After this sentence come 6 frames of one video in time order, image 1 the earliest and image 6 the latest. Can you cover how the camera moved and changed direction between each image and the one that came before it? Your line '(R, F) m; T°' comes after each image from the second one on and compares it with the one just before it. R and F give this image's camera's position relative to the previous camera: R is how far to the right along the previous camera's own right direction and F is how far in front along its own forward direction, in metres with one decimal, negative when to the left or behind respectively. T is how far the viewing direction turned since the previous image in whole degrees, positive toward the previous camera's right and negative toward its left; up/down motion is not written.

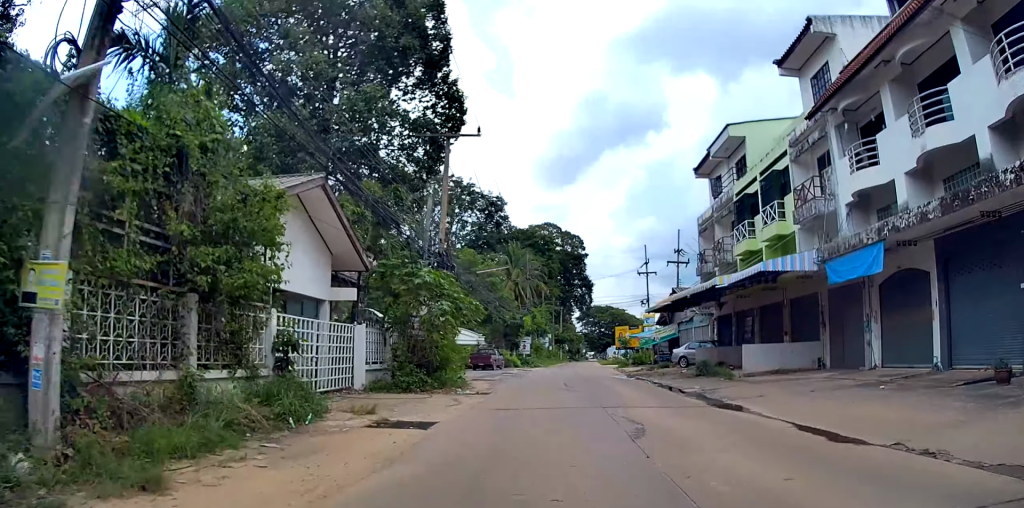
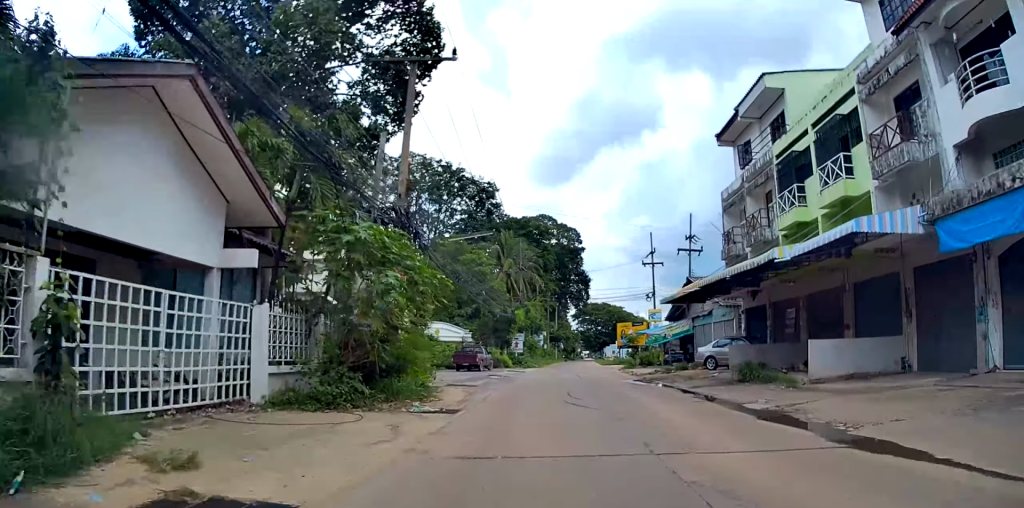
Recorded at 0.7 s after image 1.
(0.0, +6.6) m; 0°
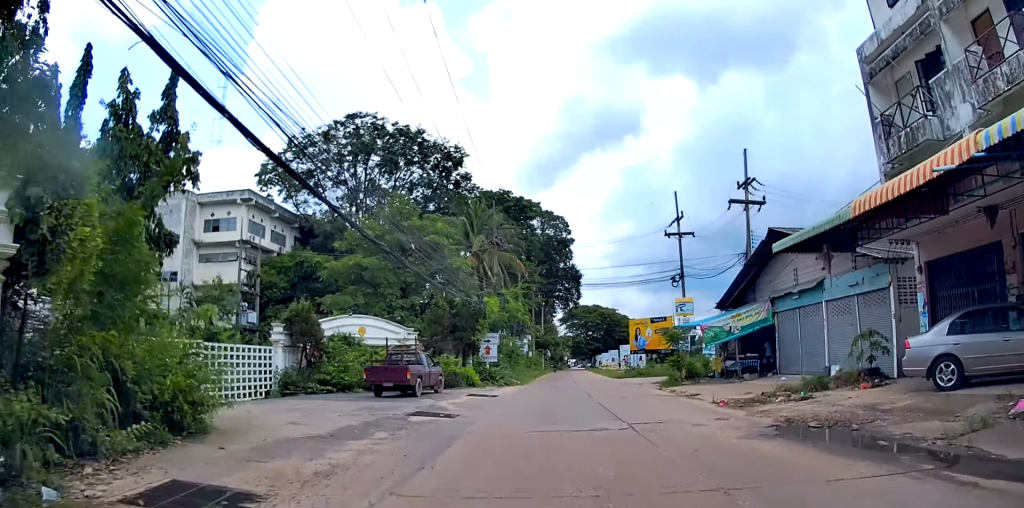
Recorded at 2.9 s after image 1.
(+0.2, +19.1) m; +2°
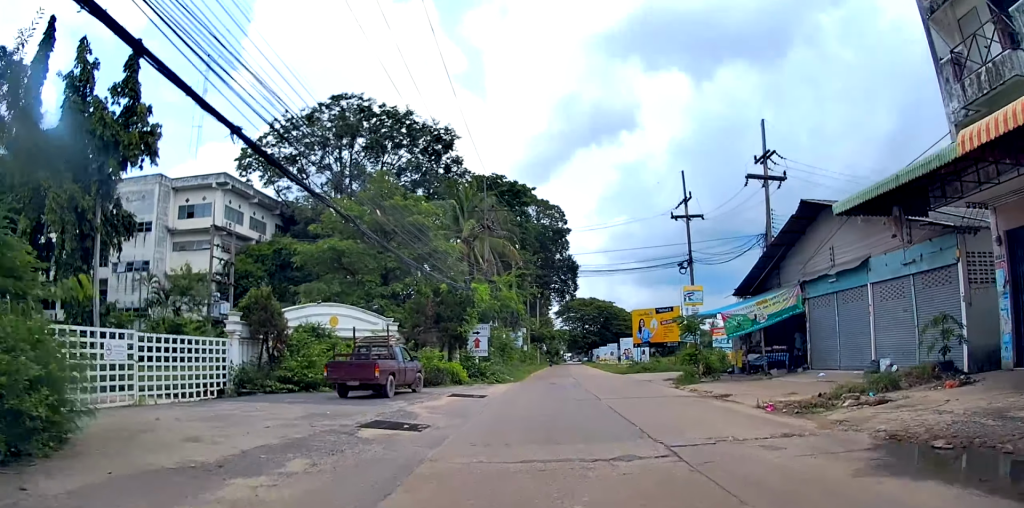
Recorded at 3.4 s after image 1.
(+0.1, +4.1) m; +1°
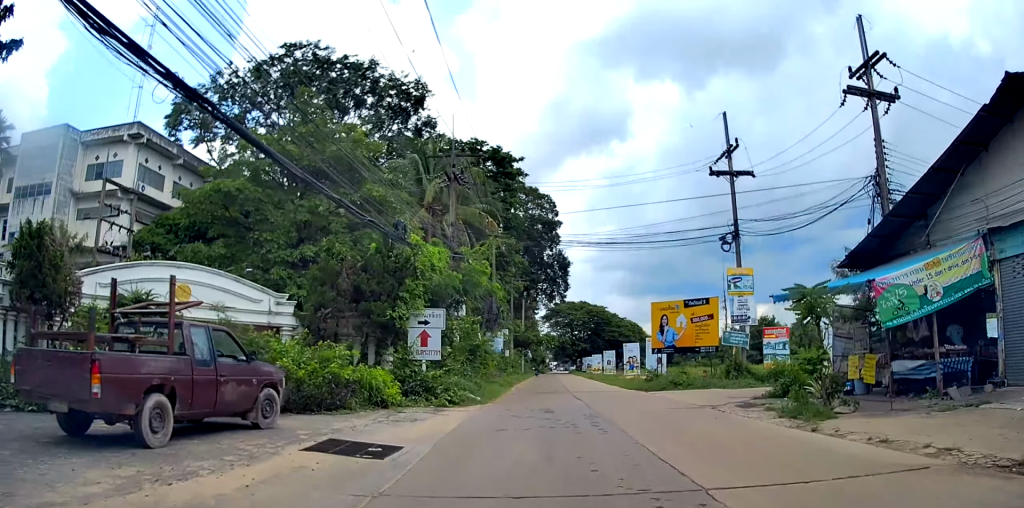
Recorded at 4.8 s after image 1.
(+0.2, +11.5) m; +2°
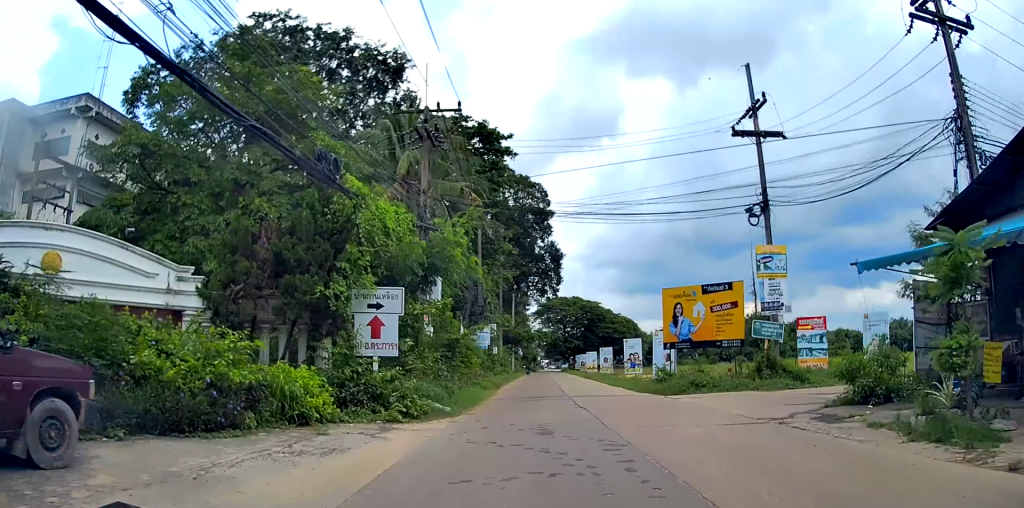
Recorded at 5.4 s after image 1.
(+0.1, +4.8) m; +2°
